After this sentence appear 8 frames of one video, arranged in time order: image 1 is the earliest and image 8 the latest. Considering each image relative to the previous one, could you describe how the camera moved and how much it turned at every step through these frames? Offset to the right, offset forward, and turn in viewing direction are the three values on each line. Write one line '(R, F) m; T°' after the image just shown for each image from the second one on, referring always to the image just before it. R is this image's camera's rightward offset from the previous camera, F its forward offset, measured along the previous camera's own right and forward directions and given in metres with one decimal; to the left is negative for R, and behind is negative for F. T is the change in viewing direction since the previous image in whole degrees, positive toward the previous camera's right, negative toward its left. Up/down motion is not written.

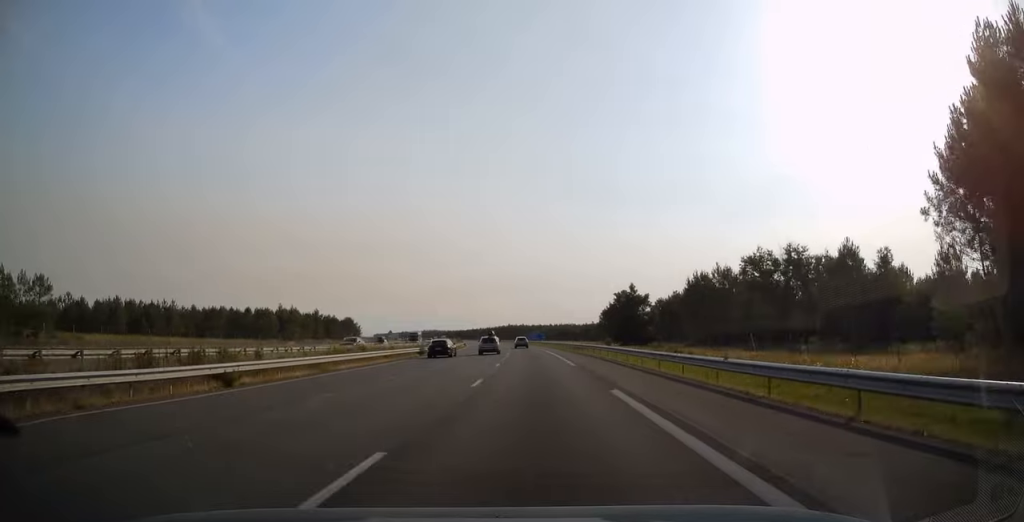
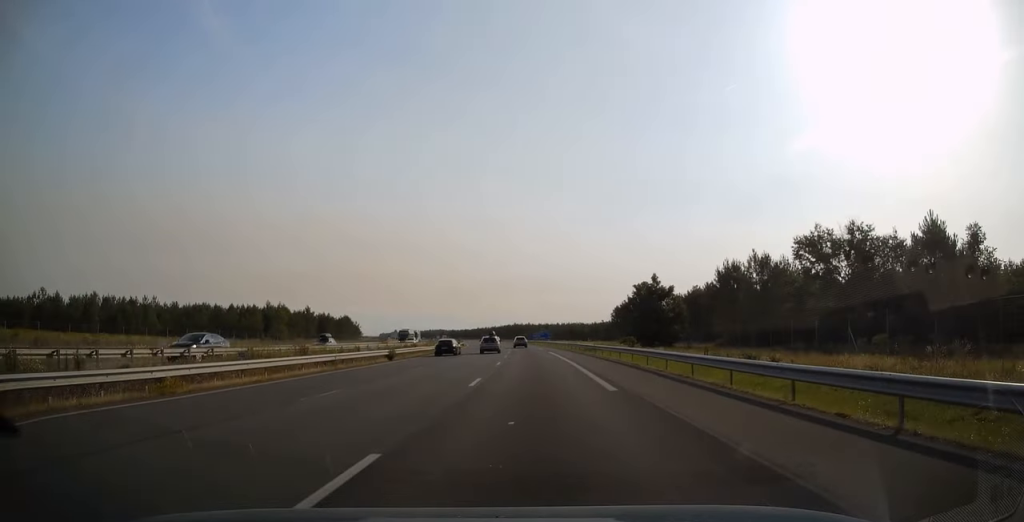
(-0.2, +13.3) m; -1°
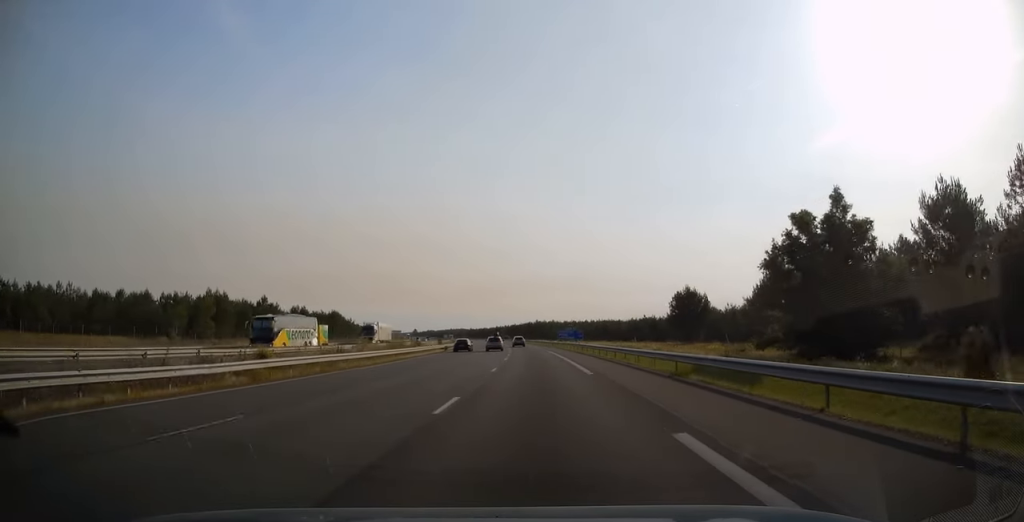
(-1.2, +45.4) m; -3°
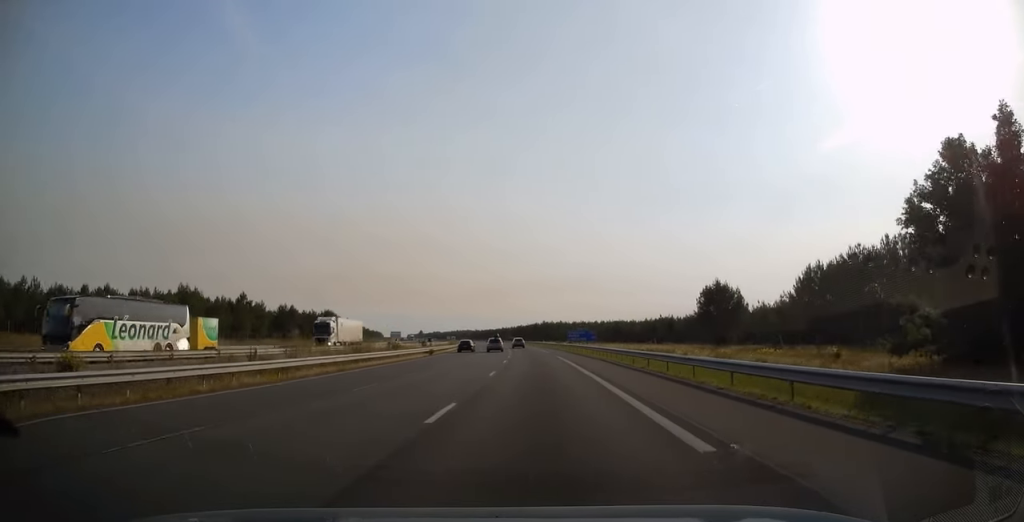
(-0.1, +14.3) m; -1°
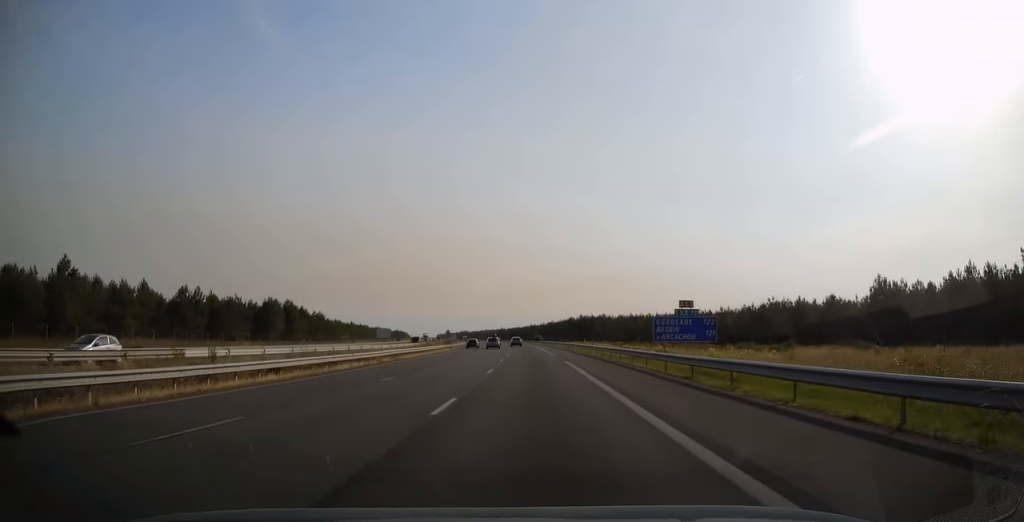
(-1.6, +64.1) m; -3°
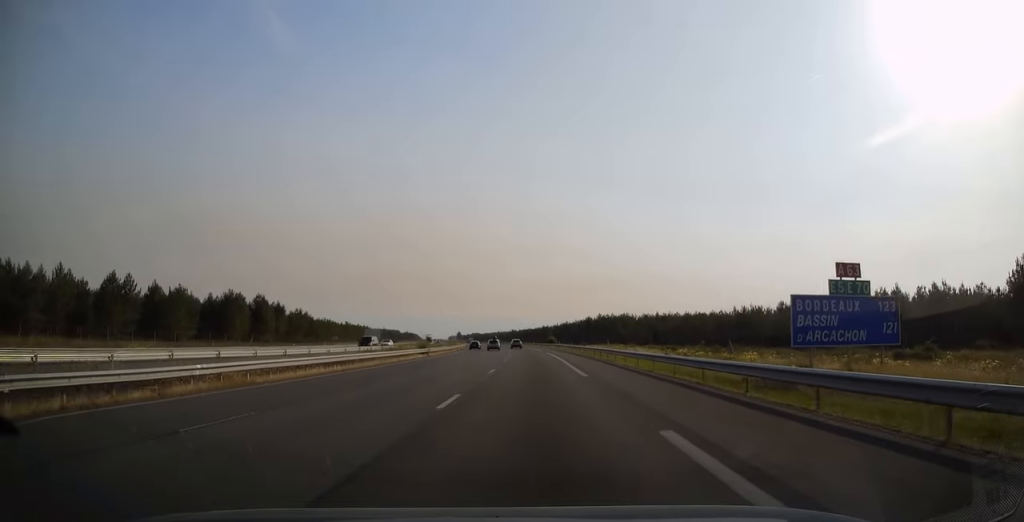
(-0.2, +25.1) m; -1°
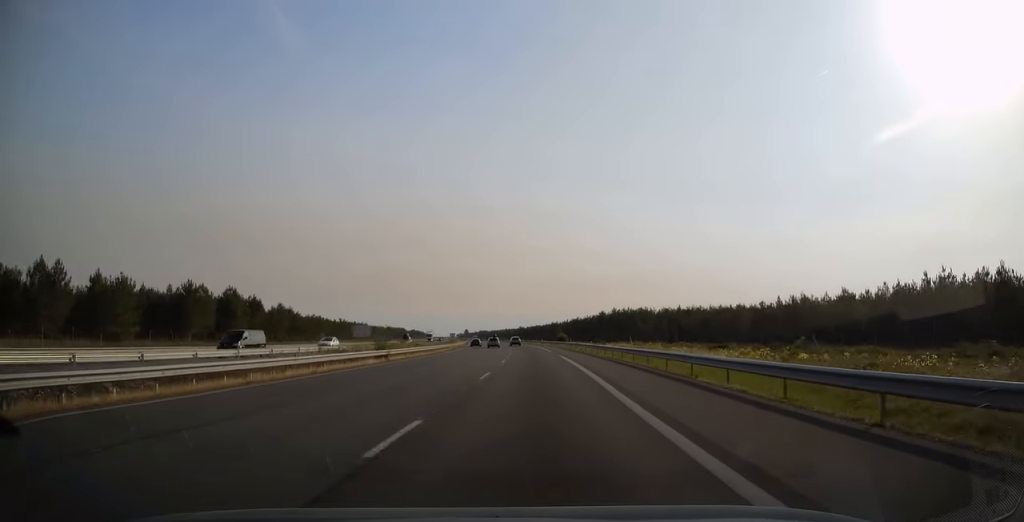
(-0.1, +18.2) m; -1°
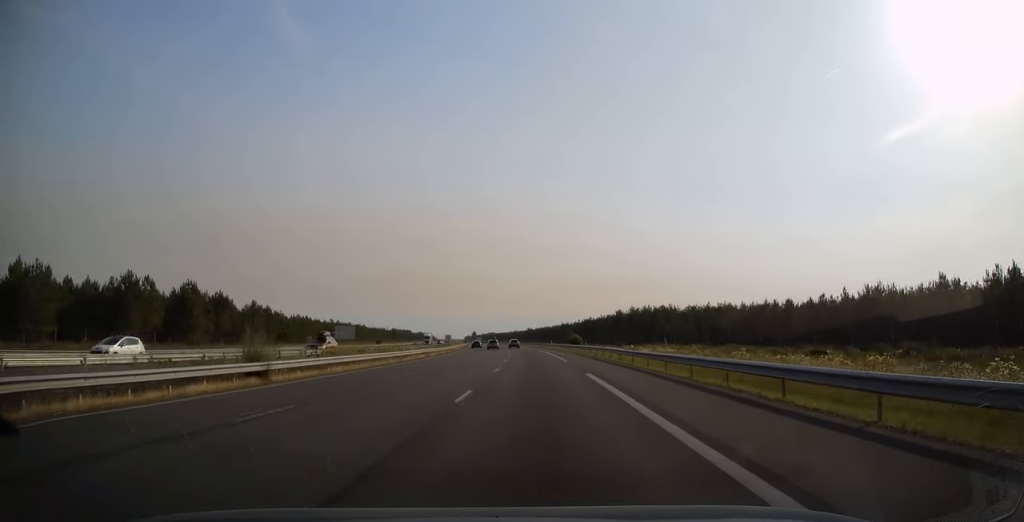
(-0.1, +19.7) m; -1°
